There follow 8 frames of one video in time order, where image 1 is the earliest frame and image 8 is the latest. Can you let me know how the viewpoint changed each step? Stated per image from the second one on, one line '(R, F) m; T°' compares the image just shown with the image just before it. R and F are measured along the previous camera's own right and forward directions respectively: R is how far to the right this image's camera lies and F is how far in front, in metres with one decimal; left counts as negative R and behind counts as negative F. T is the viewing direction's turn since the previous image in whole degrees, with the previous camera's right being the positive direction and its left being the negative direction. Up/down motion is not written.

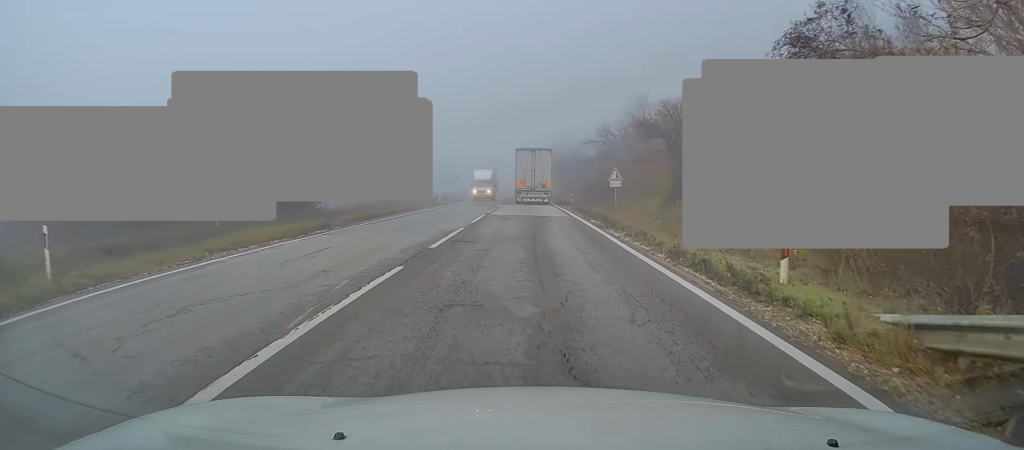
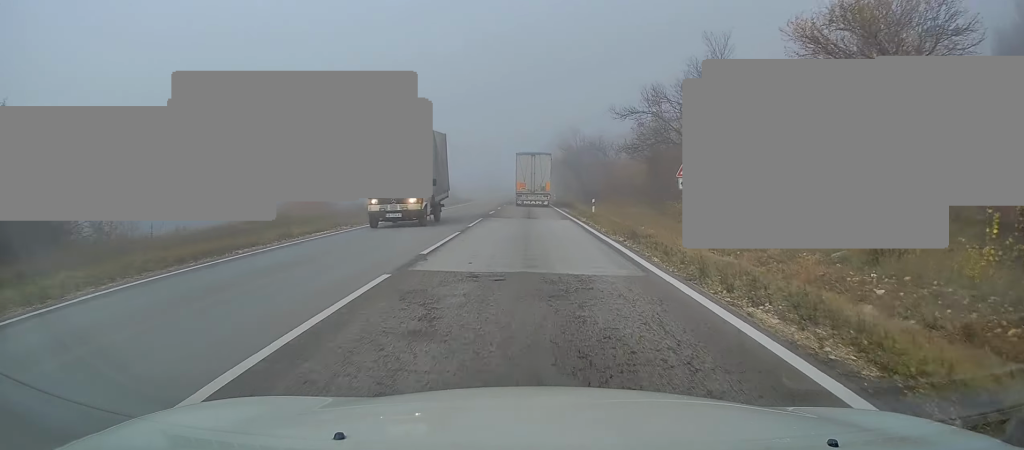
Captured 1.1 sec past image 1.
(0.0, +18.7) m; 0°
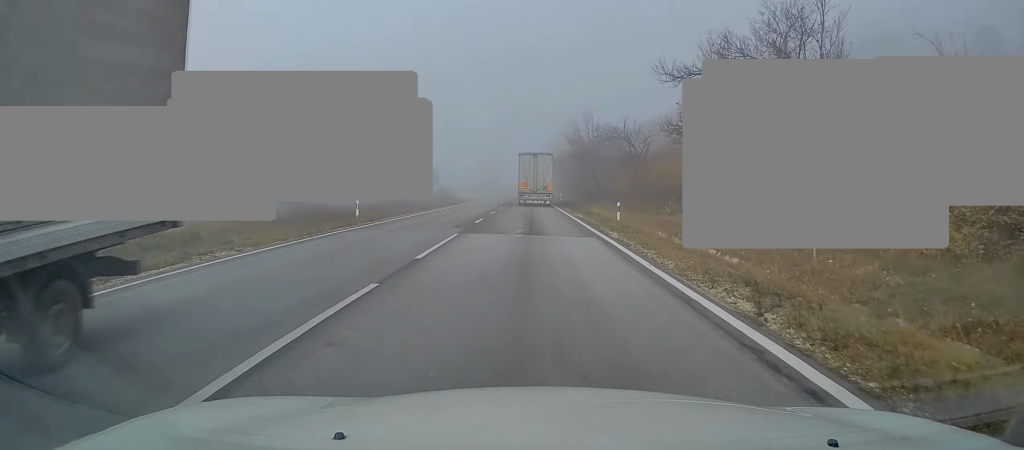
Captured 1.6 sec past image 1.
(0.0, +9.7) m; 0°
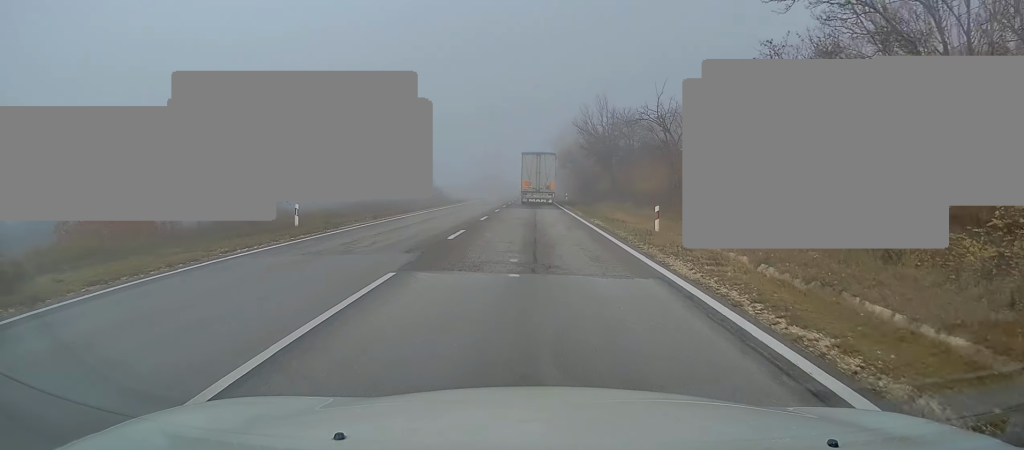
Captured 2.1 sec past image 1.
(0.0, +8.0) m; 0°
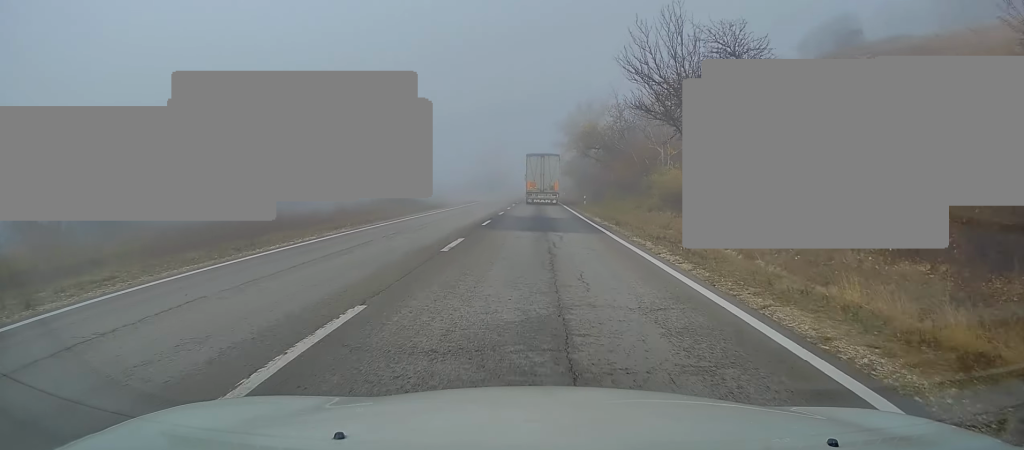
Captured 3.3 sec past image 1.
(0.0, +20.0) m; 0°
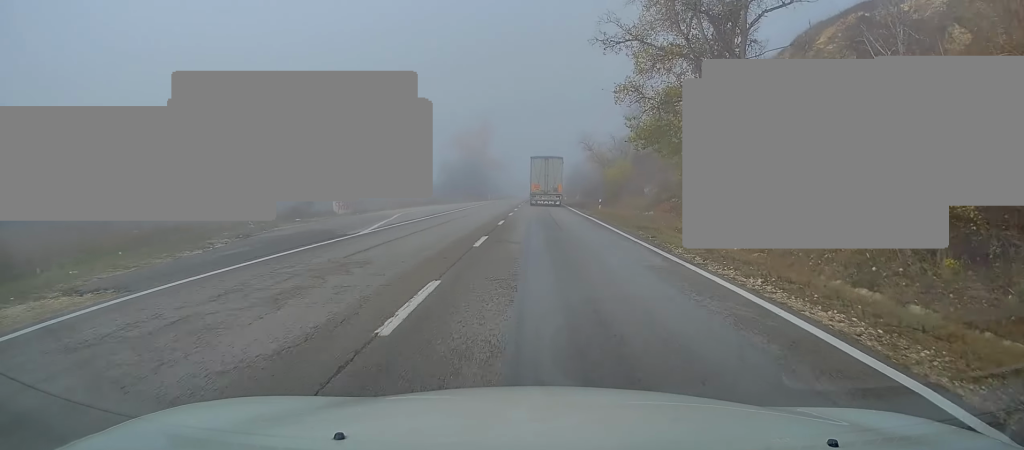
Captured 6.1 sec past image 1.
(0.0, +50.4) m; 0°
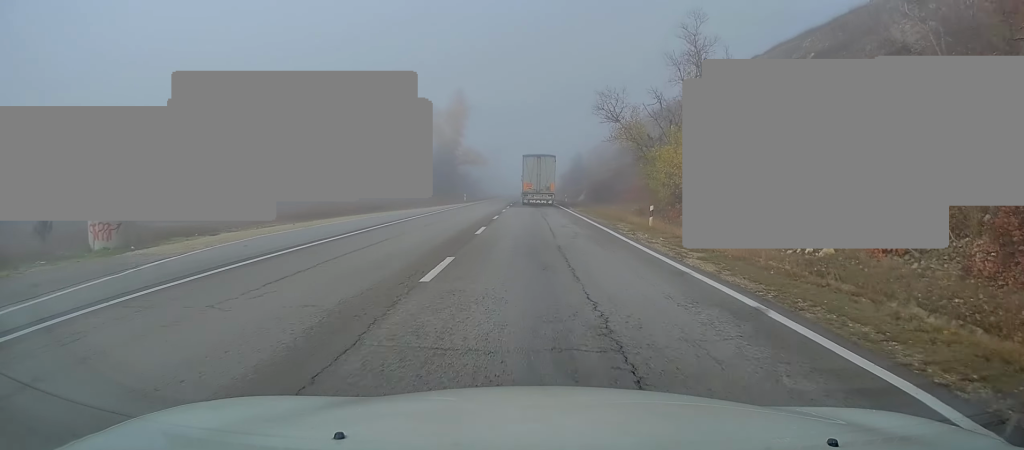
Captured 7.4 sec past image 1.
(-0.1, +23.4) m; +1°
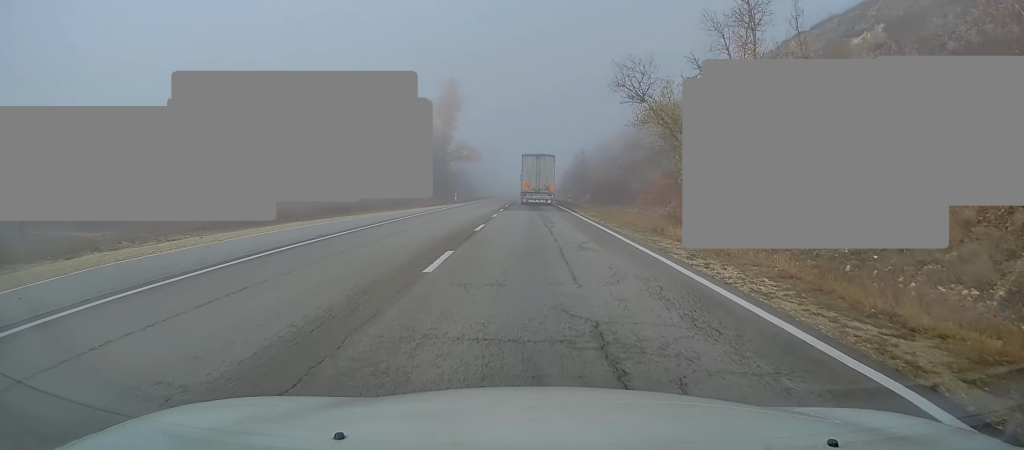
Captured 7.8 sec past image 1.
(-0.1, +8.3) m; 0°
